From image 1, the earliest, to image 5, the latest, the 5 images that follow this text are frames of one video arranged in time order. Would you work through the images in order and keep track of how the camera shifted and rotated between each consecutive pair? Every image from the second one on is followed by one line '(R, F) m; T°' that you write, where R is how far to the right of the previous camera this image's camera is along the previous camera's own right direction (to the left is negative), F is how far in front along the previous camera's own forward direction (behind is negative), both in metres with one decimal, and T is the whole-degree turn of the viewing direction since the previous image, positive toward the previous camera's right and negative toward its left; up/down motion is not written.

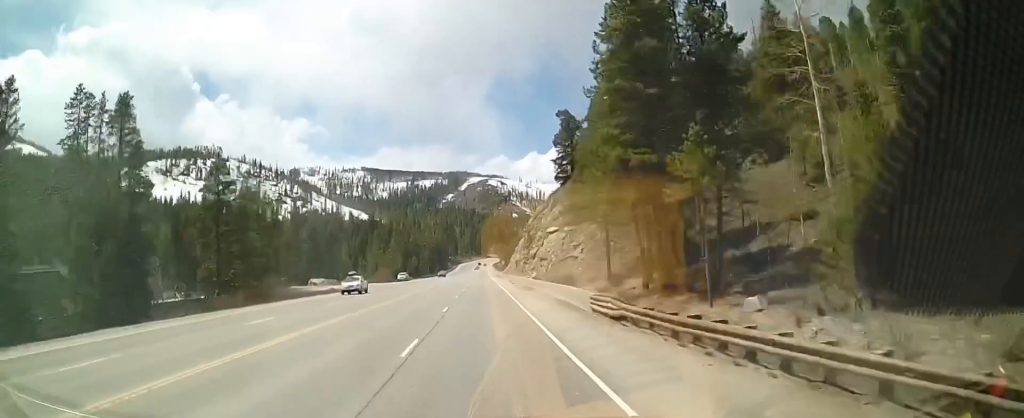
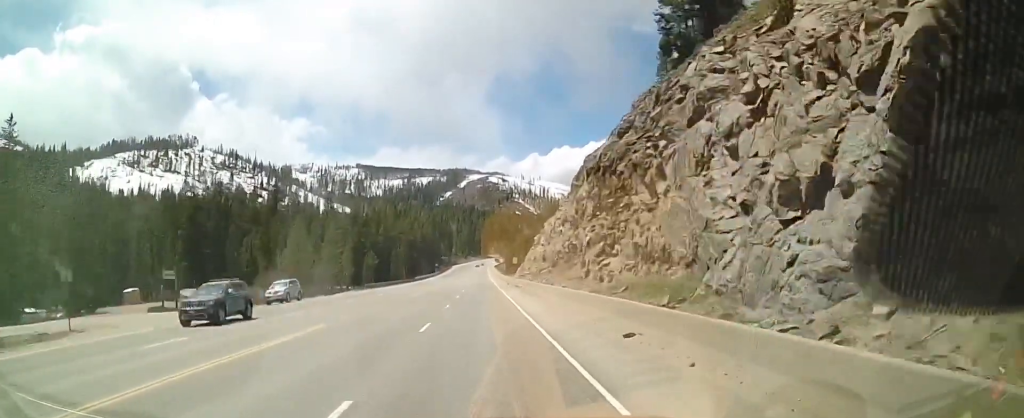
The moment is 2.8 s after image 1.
(-0.3, +69.4) m; -1°
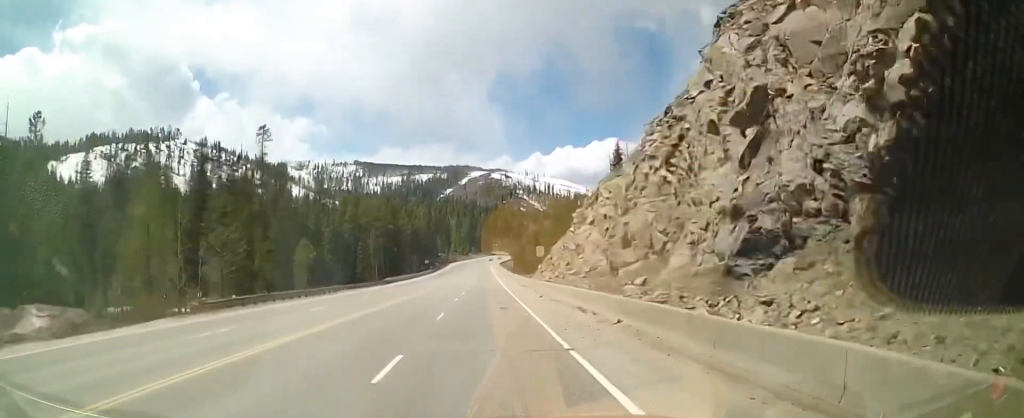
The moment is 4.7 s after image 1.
(+0.8, +45.9) m; -1°
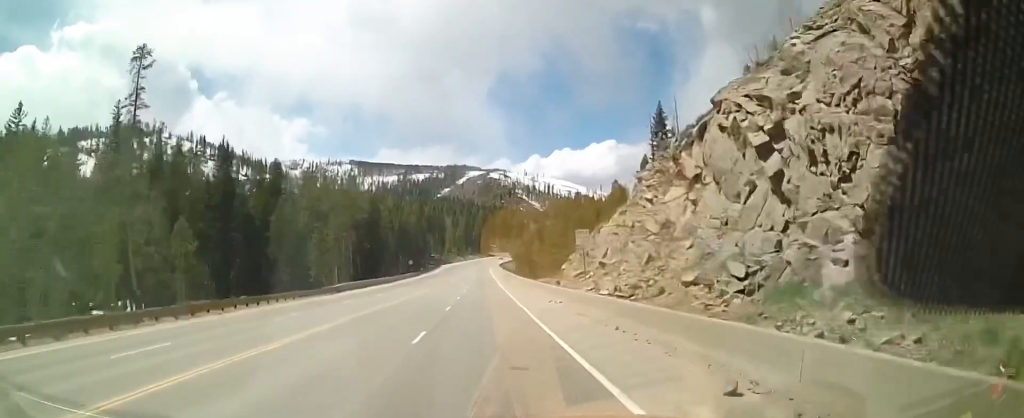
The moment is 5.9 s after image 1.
(-1.1, +29.6) m; -2°
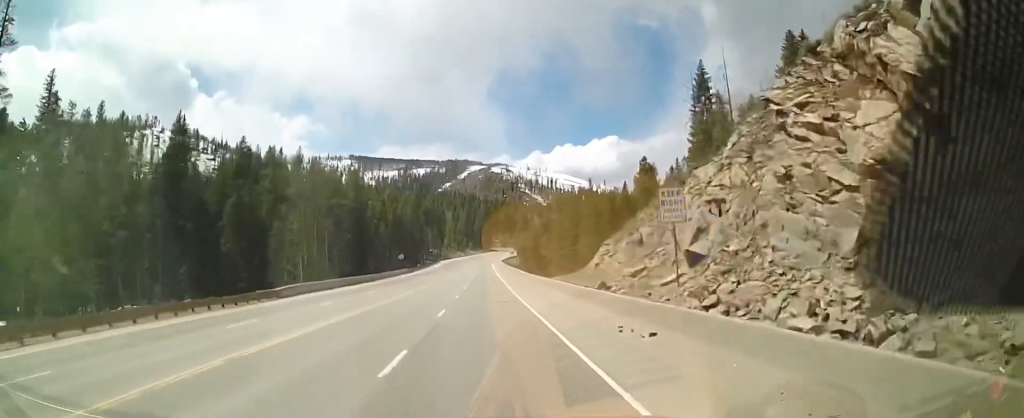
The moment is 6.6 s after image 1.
(+0.3, +17.5) m; 0°
